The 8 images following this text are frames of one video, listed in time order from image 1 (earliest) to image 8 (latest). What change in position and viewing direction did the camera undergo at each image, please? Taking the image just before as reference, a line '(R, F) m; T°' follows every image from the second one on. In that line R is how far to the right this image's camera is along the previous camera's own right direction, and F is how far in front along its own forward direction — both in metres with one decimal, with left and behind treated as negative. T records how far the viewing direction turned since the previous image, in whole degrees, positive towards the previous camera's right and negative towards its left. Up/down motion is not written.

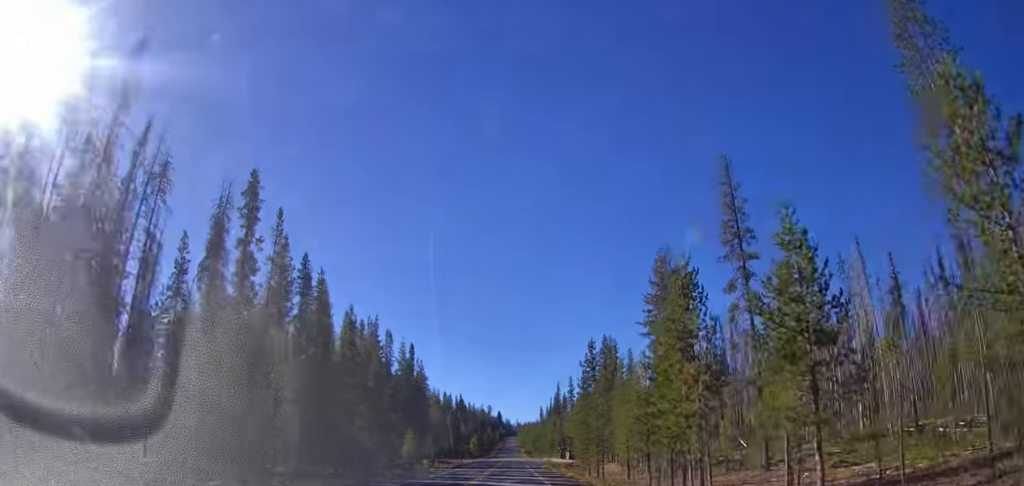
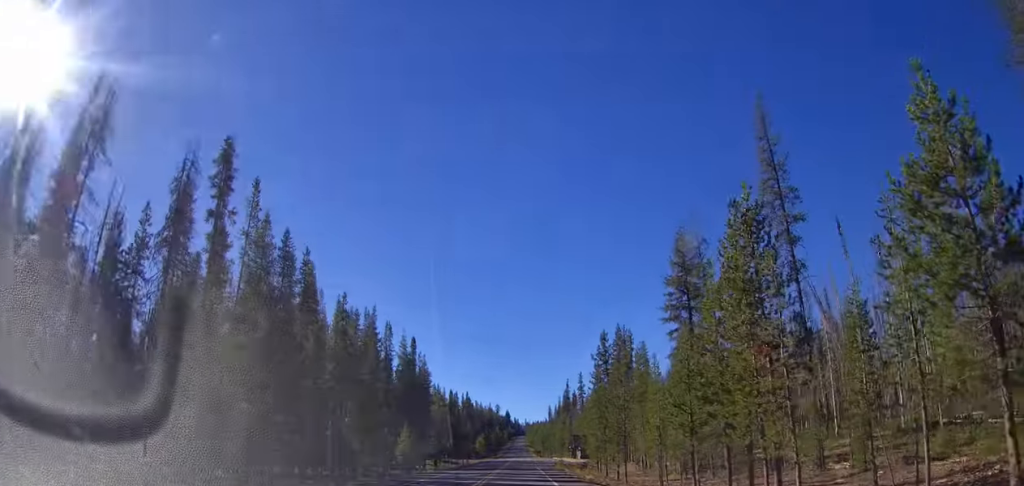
(-0.2, +6.2) m; +1°
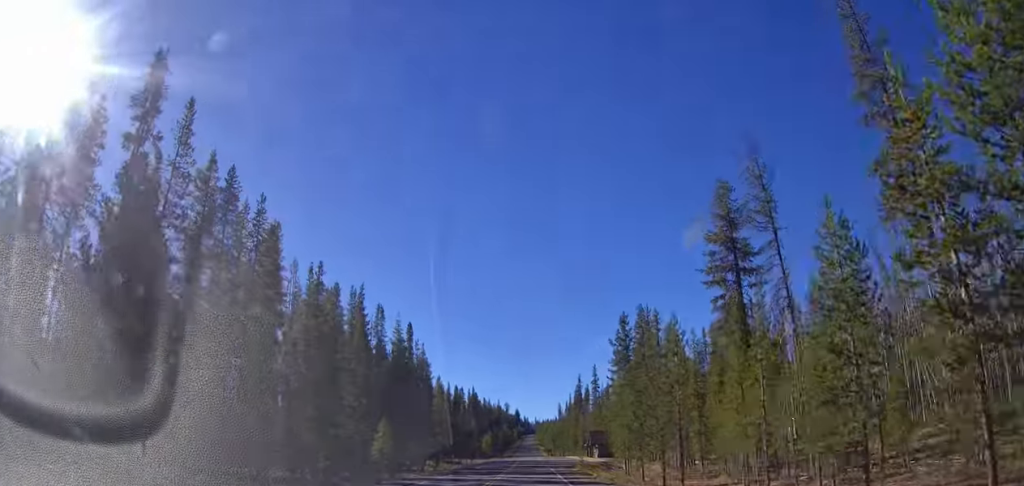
(+0.5, +11.4) m; +5°
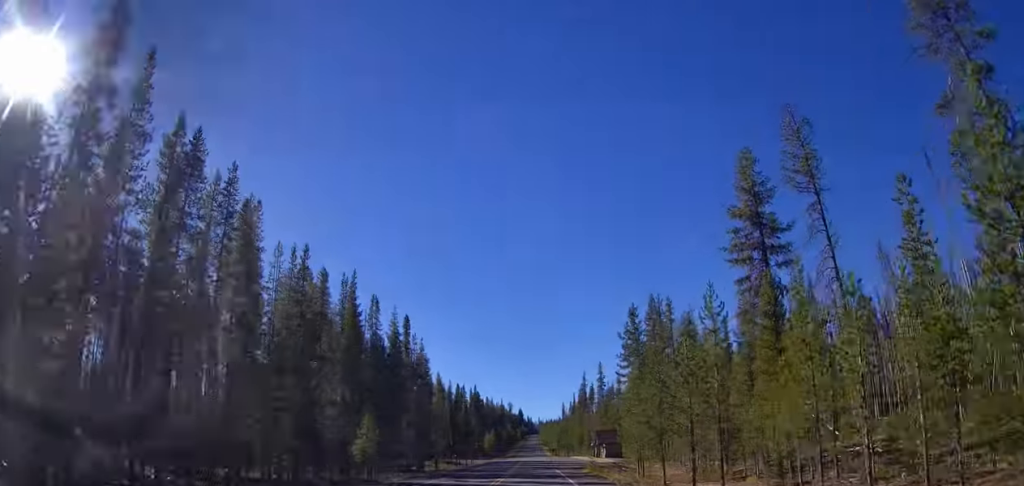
(+0.2, +5.2) m; +1°
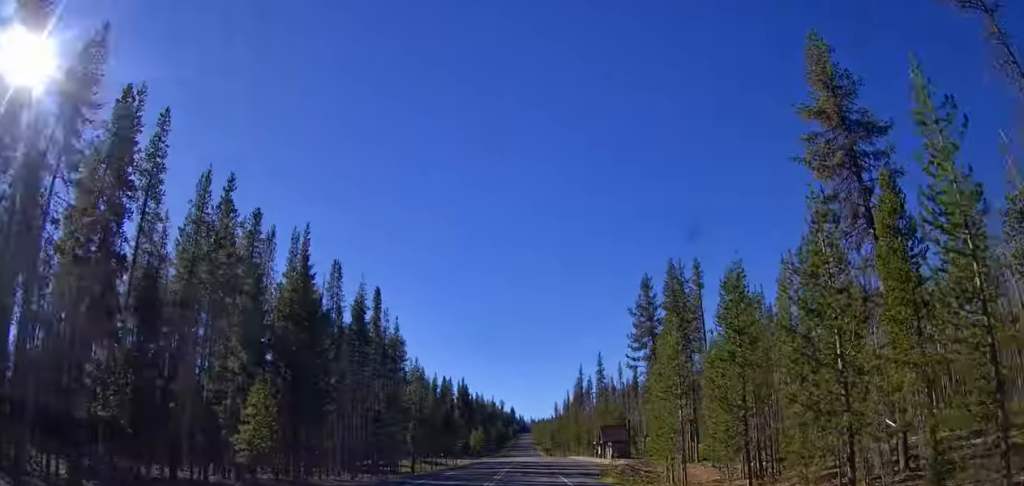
(-0.4, +14.2) m; -2°
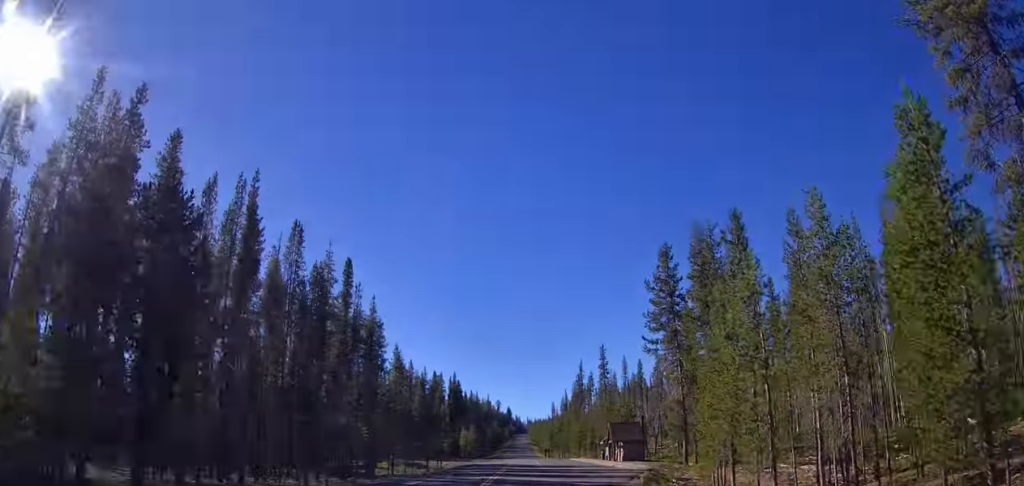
(-0.1, +11.8) m; -2°
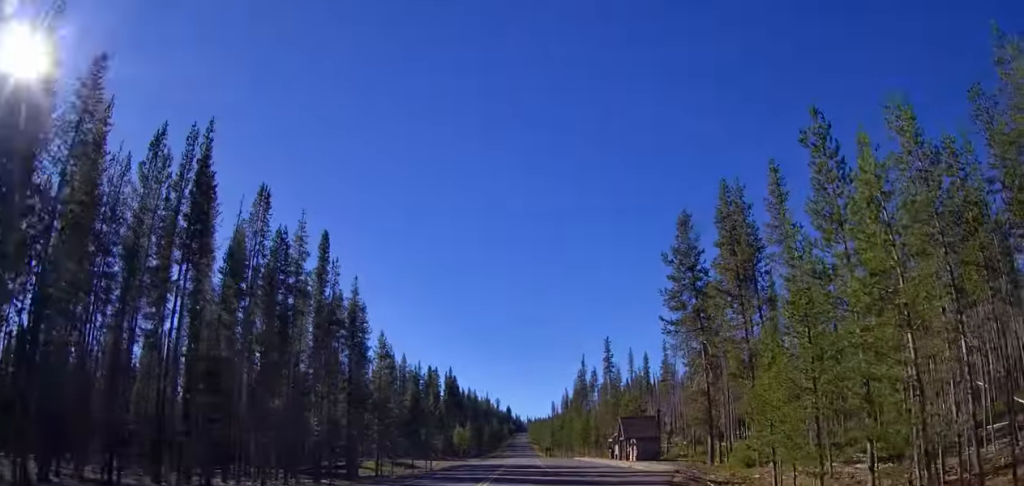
(-0.1, +7.9) m; -1°
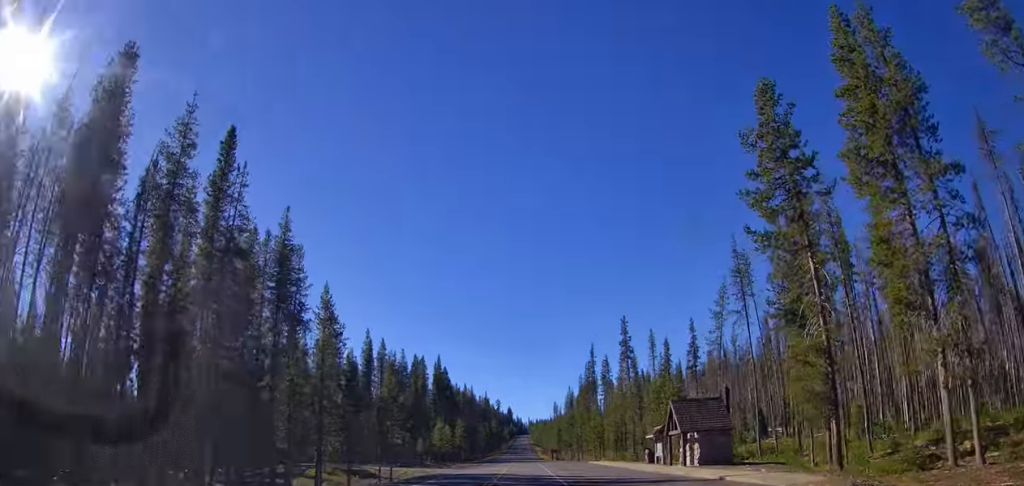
(0.0, +19.6) m; 0°
